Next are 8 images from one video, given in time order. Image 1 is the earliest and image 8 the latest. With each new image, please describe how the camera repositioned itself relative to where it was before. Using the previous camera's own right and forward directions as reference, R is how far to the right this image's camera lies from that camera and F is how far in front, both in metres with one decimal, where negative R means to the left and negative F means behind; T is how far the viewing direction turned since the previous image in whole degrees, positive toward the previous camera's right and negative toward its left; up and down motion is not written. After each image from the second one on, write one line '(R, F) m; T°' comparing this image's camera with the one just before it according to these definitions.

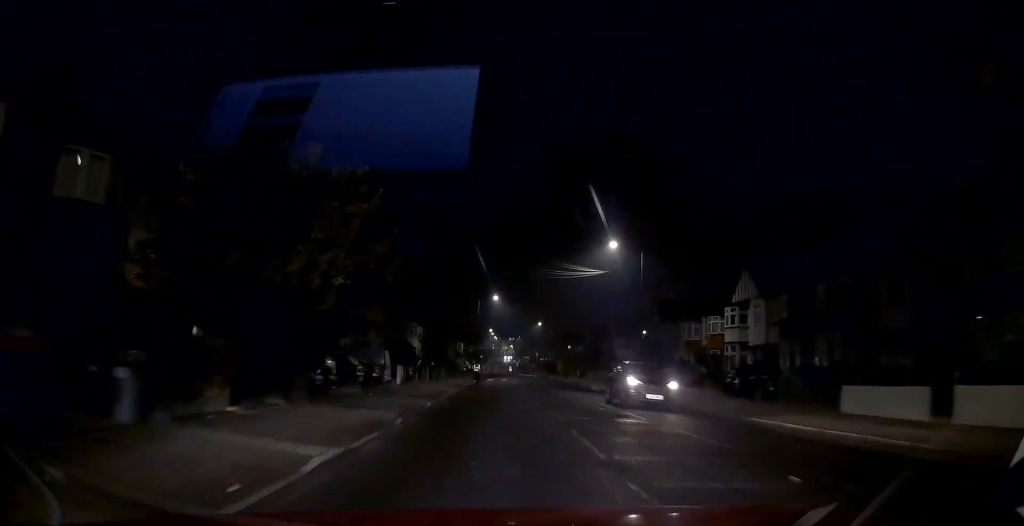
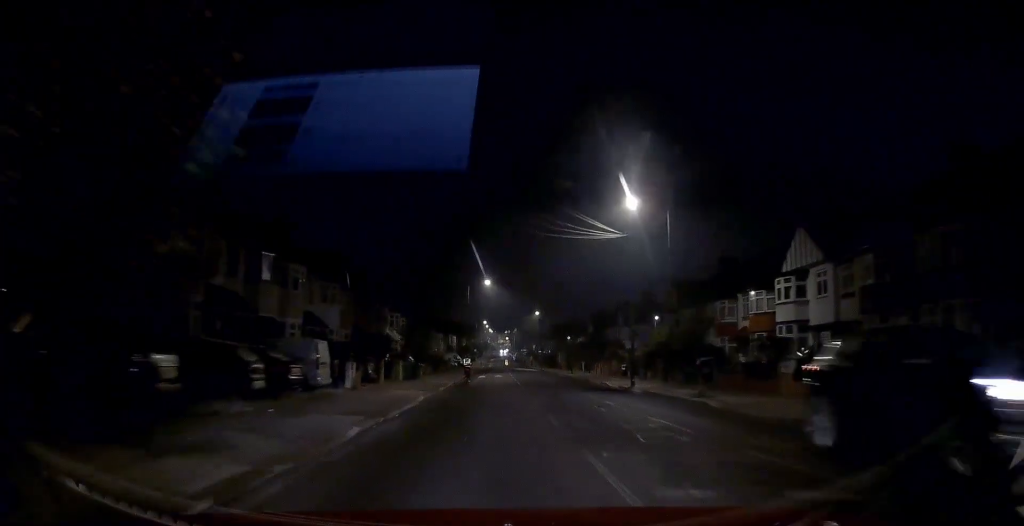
(+0.1, +9.5) m; +1°
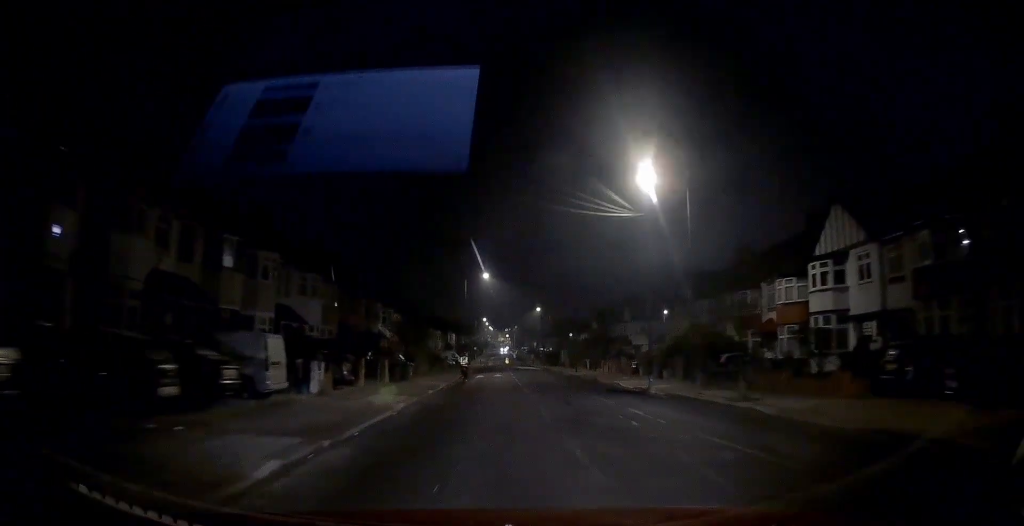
(0.0, +4.2) m; 0°
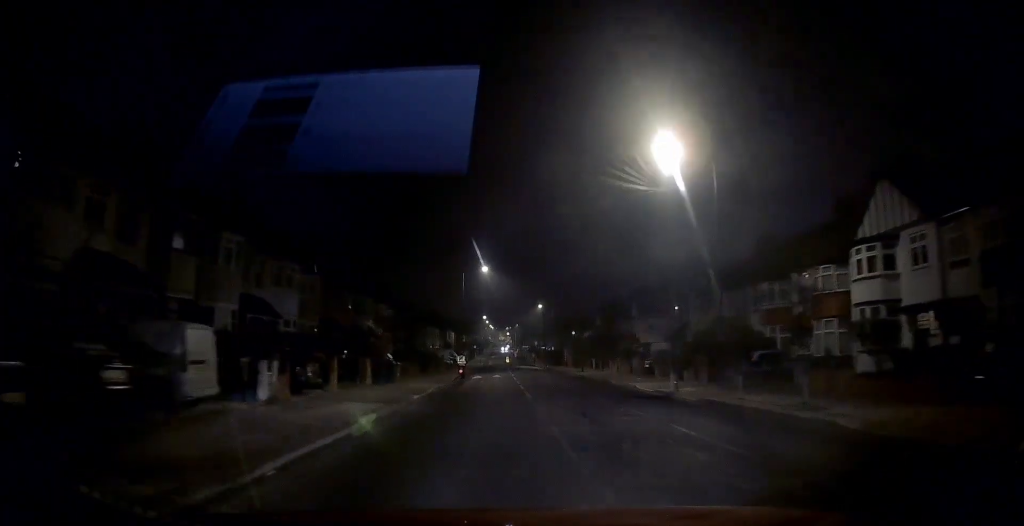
(0.0, +4.2) m; 0°
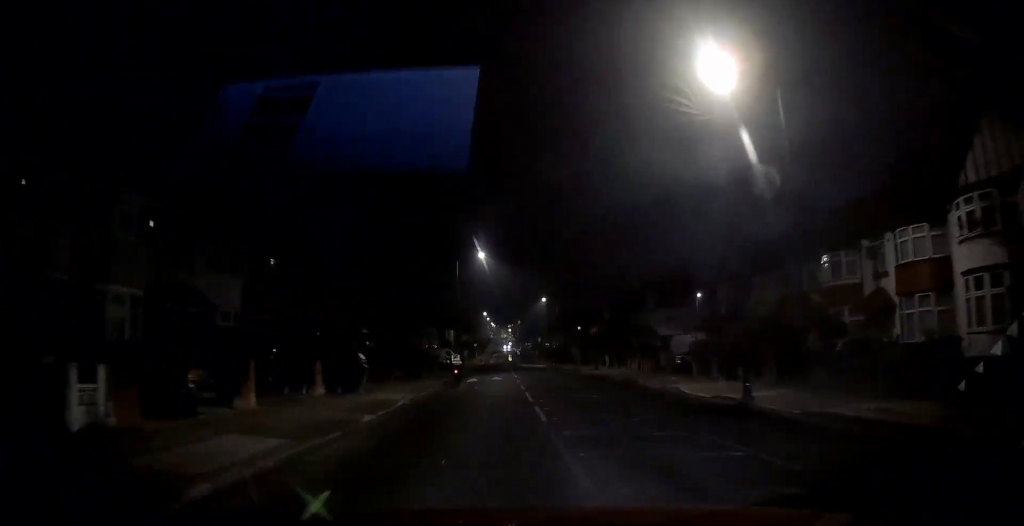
(0.0, +7.4) m; 0°
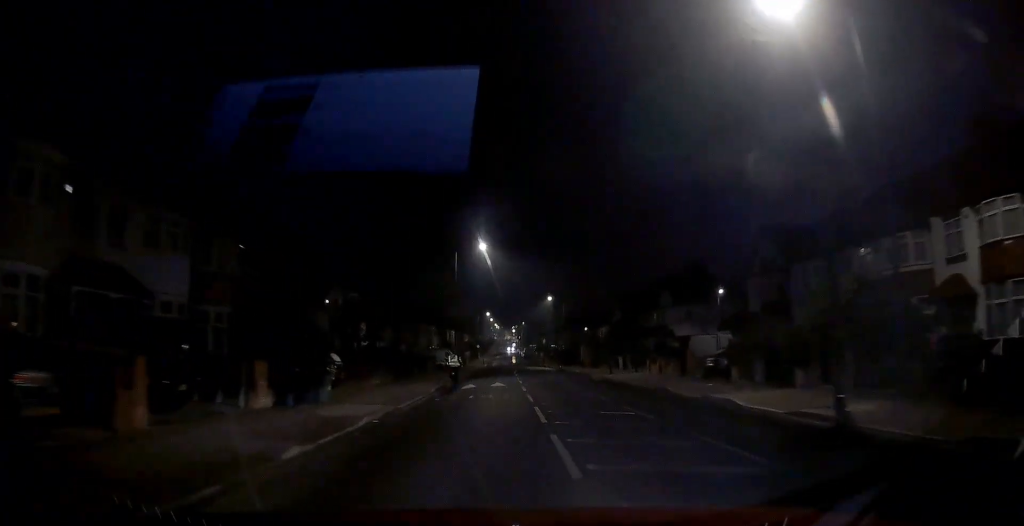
(0.0, +5.2) m; 0°
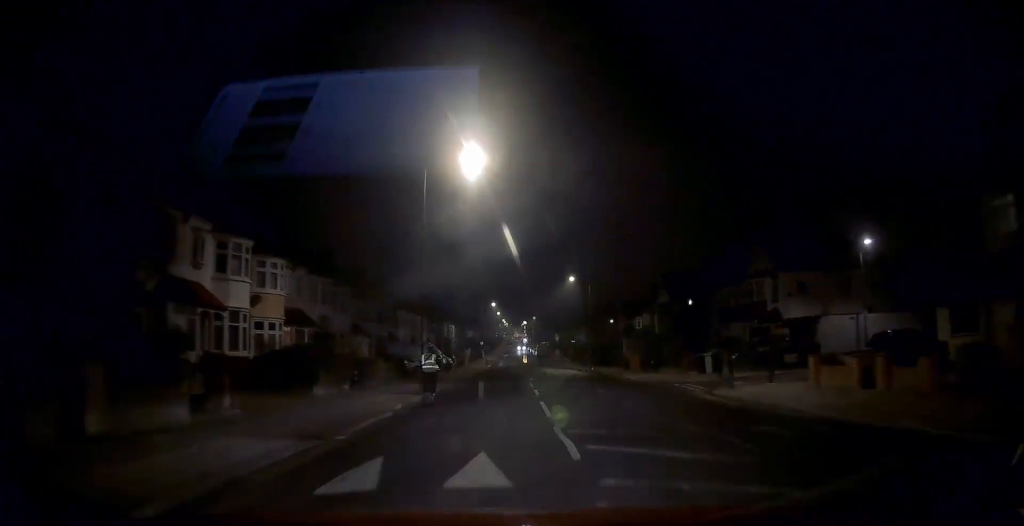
(-0.4, +22.8) m; -2°
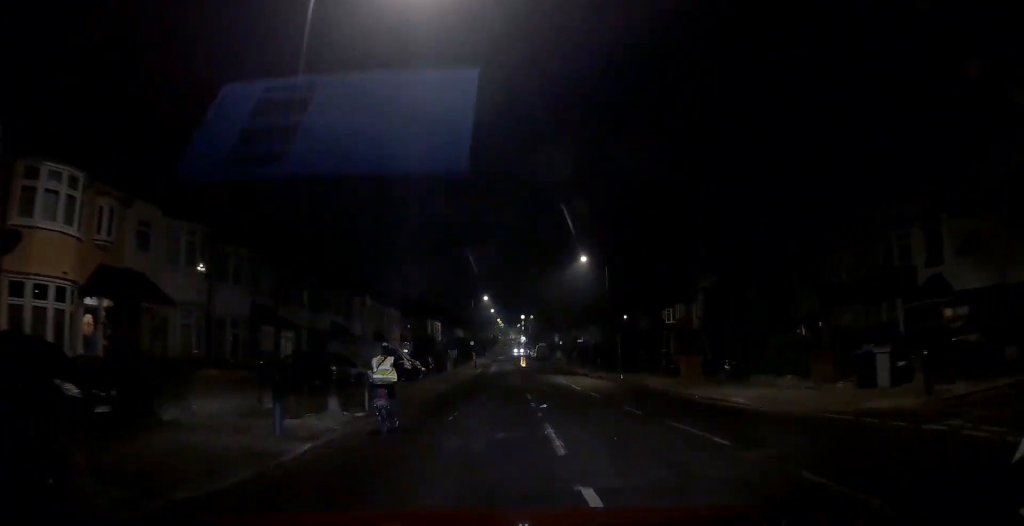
(0.0, +17.0) m; 0°
